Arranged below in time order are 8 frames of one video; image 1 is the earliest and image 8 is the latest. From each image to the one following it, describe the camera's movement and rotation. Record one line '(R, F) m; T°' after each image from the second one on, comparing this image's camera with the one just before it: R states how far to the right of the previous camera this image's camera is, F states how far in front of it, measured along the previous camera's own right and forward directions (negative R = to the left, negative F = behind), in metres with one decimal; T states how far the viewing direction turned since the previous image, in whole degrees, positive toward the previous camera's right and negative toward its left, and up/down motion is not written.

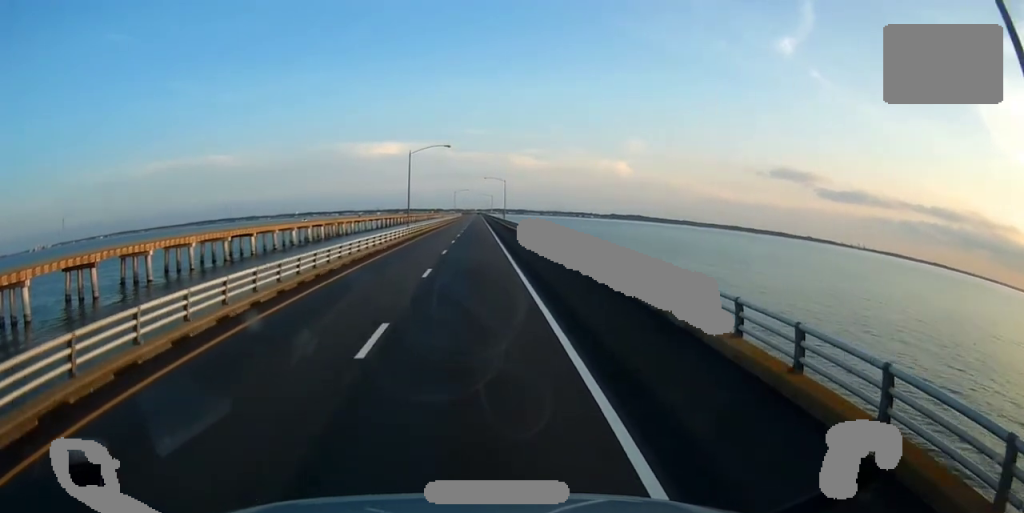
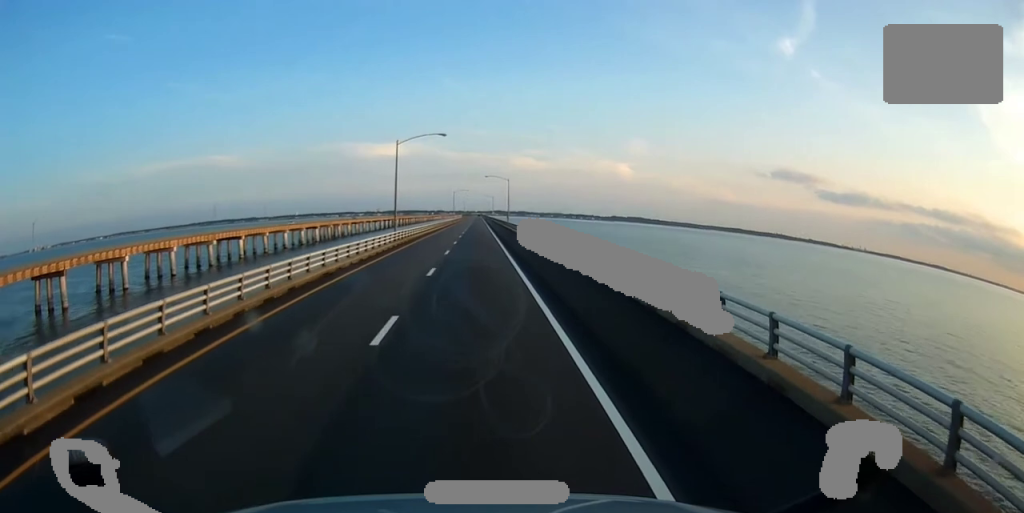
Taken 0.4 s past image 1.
(-0.1, +11.3) m; 0°
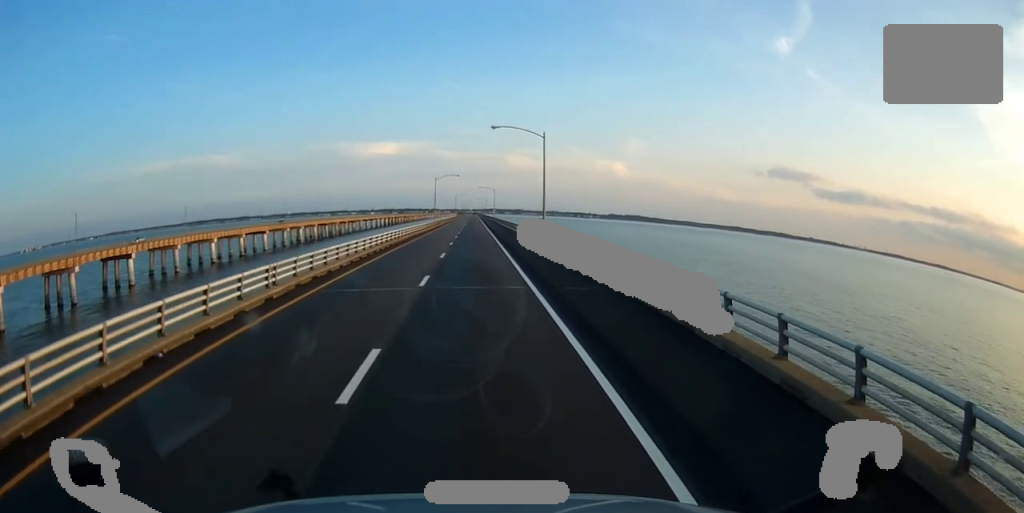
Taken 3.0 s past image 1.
(-0.2, +64.6) m; +1°
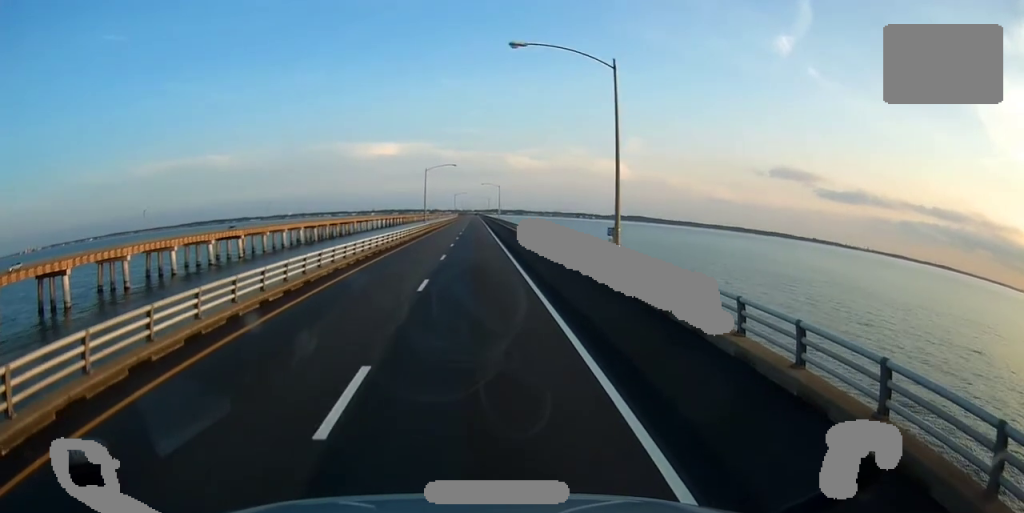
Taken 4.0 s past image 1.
(0.0, +25.5) m; 0°
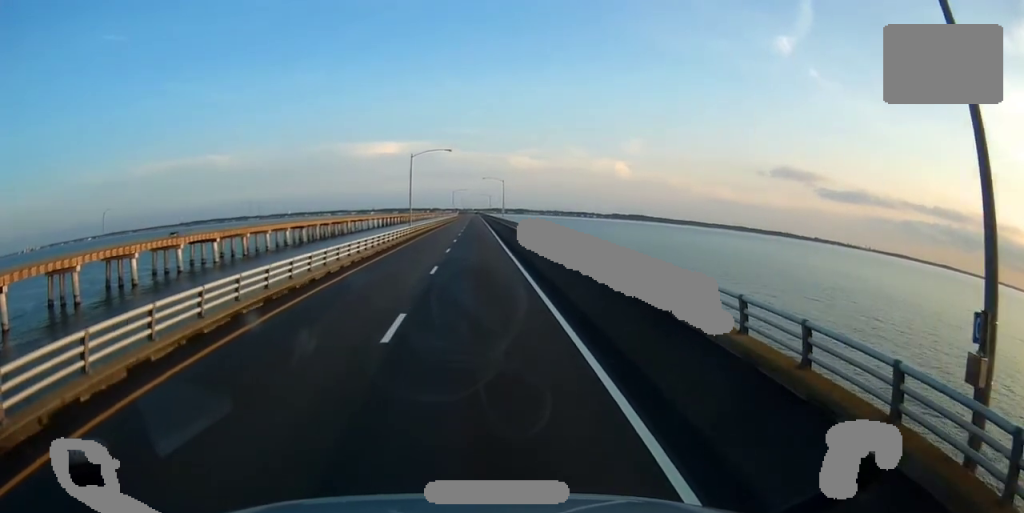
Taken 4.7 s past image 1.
(0.0, +19.4) m; +1°
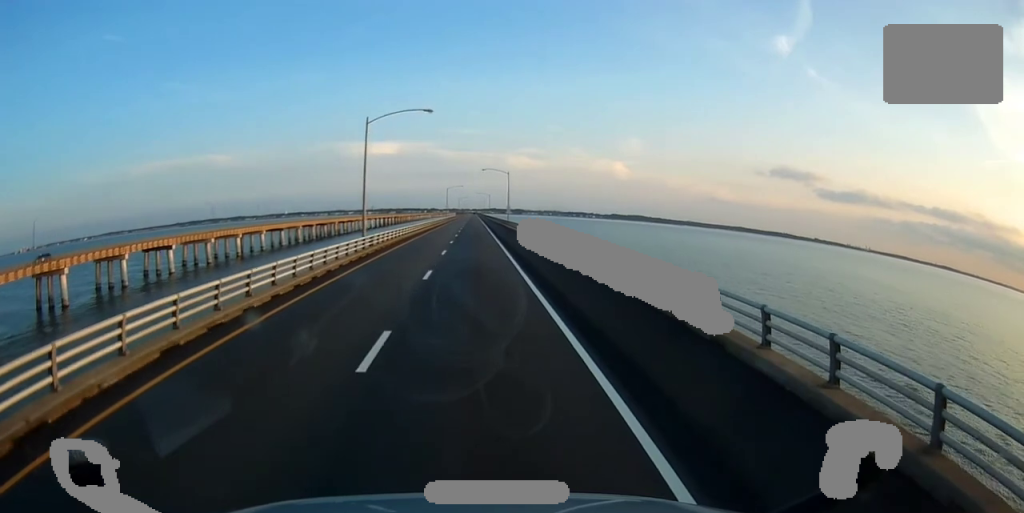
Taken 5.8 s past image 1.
(+0.3, +26.6) m; 0°
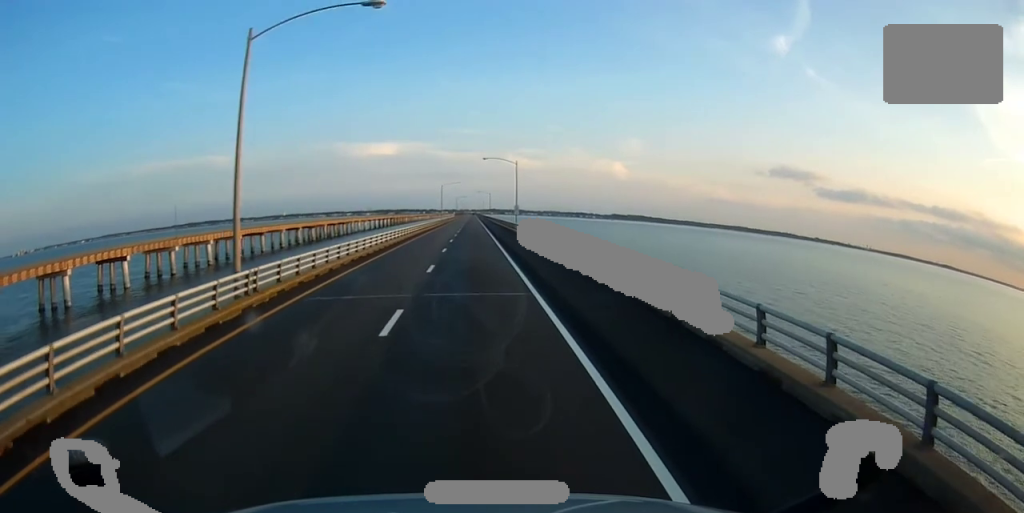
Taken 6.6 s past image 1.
(-0.4, +21.5) m; -1°
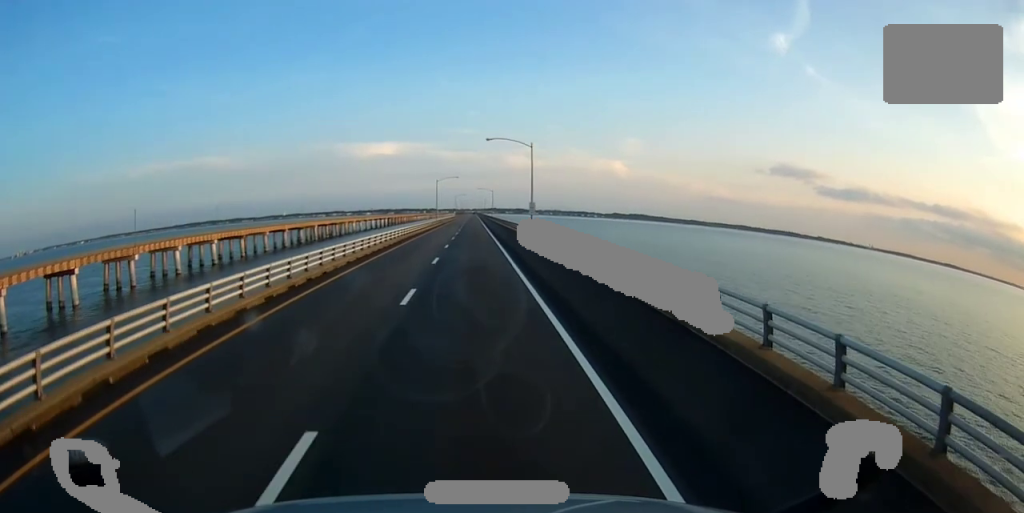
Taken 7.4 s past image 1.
(-0.2, +20.5) m; 0°
